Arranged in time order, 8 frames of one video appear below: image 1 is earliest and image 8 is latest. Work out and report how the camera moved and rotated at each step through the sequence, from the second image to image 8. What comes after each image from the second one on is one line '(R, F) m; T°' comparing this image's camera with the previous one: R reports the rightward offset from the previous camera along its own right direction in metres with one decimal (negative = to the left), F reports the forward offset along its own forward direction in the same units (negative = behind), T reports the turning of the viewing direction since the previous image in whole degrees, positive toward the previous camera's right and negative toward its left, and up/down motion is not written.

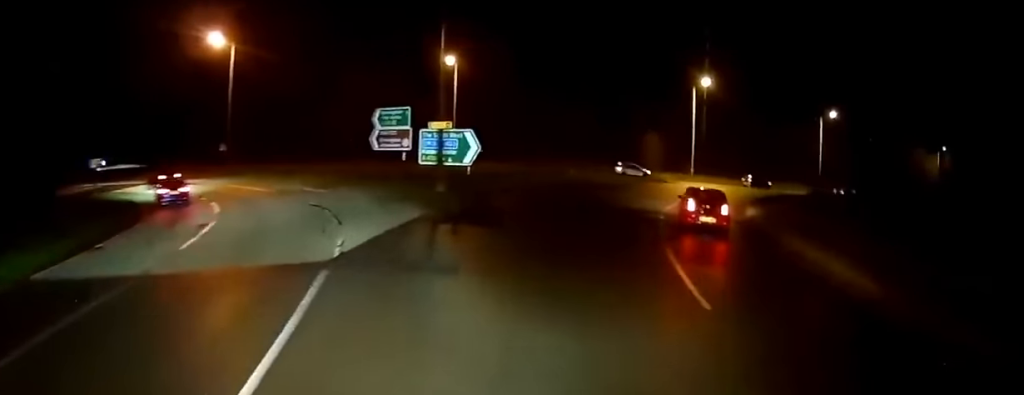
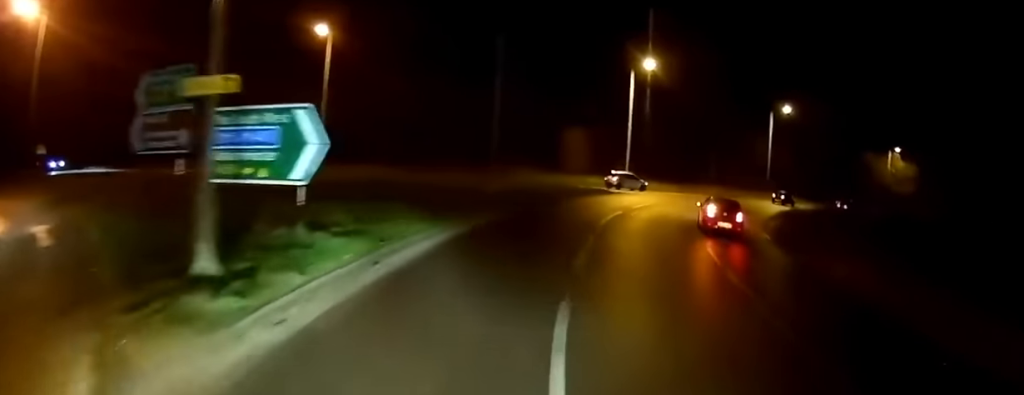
(+1.9, +16.3) m; +16°
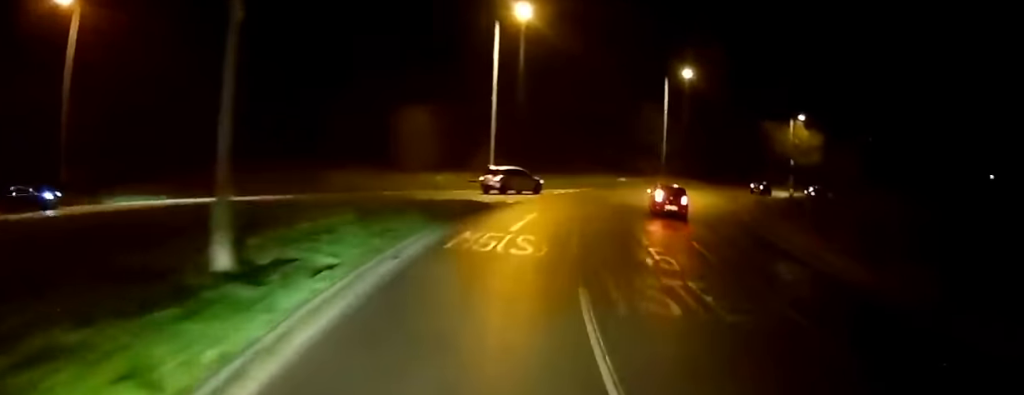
(+2.5, +18.6) m; +13°
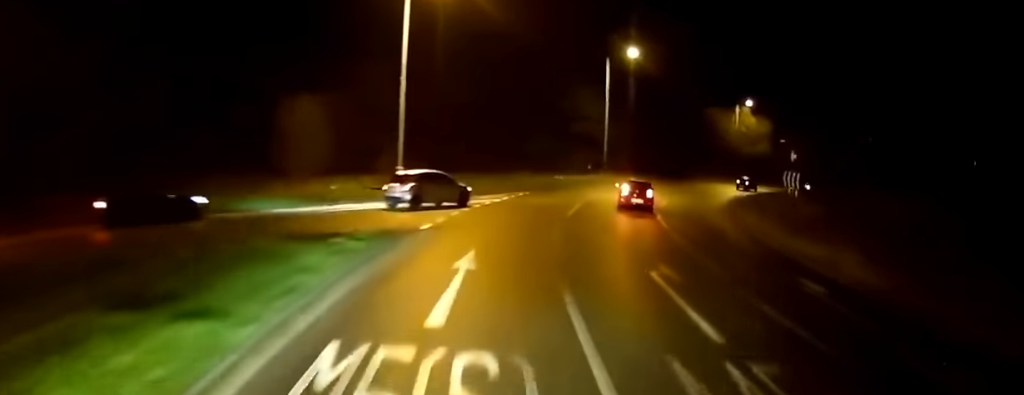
(+0.4, +9.9) m; +6°
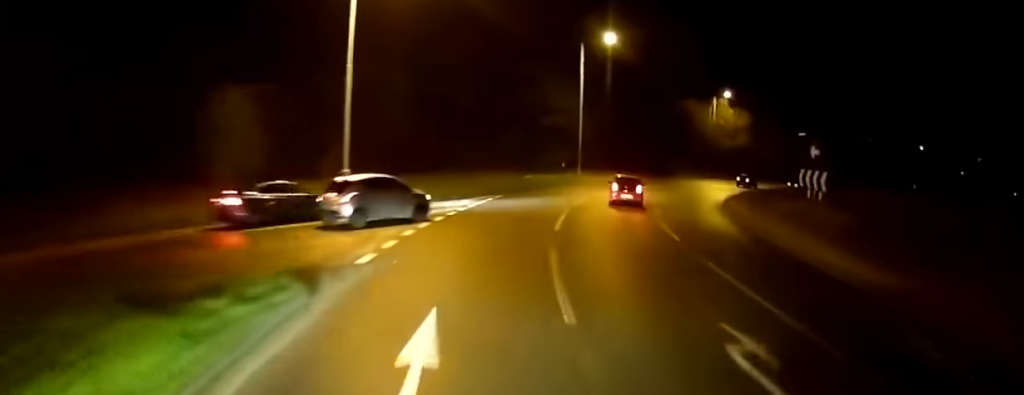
(+0.5, +5.4) m; +3°
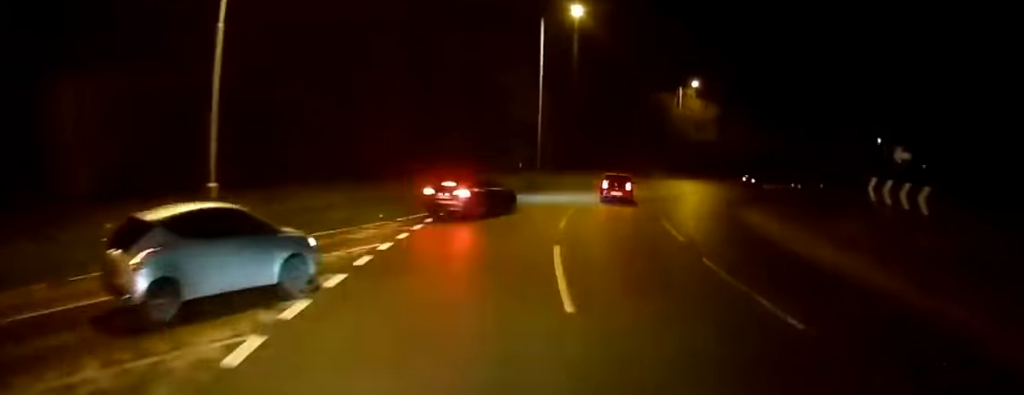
(+0.3, +8.8) m; +4°
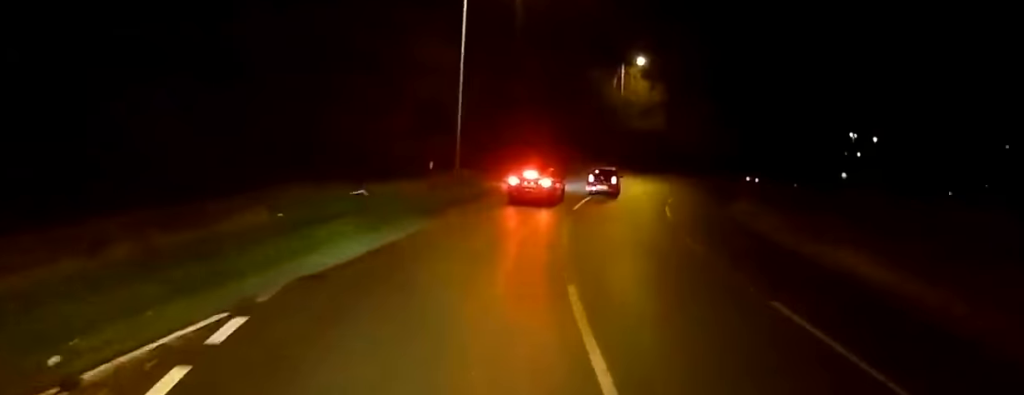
(+0.6, +14.4) m; +5°
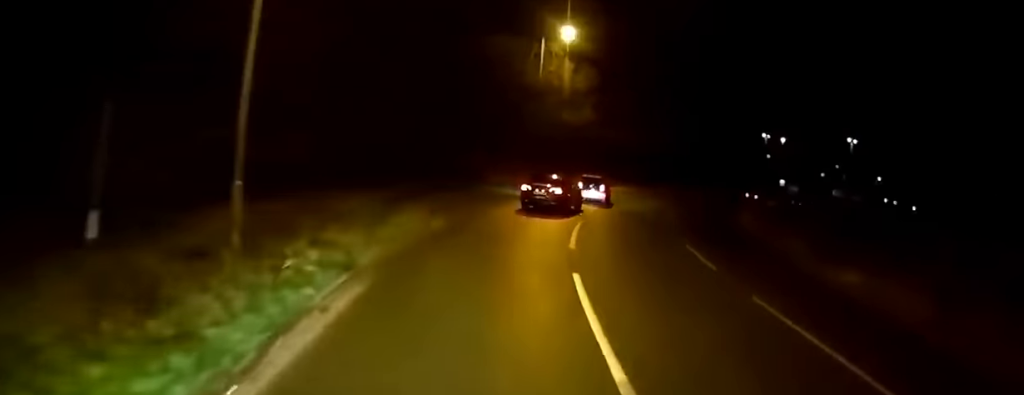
(+0.8, +18.2) m; +14°
